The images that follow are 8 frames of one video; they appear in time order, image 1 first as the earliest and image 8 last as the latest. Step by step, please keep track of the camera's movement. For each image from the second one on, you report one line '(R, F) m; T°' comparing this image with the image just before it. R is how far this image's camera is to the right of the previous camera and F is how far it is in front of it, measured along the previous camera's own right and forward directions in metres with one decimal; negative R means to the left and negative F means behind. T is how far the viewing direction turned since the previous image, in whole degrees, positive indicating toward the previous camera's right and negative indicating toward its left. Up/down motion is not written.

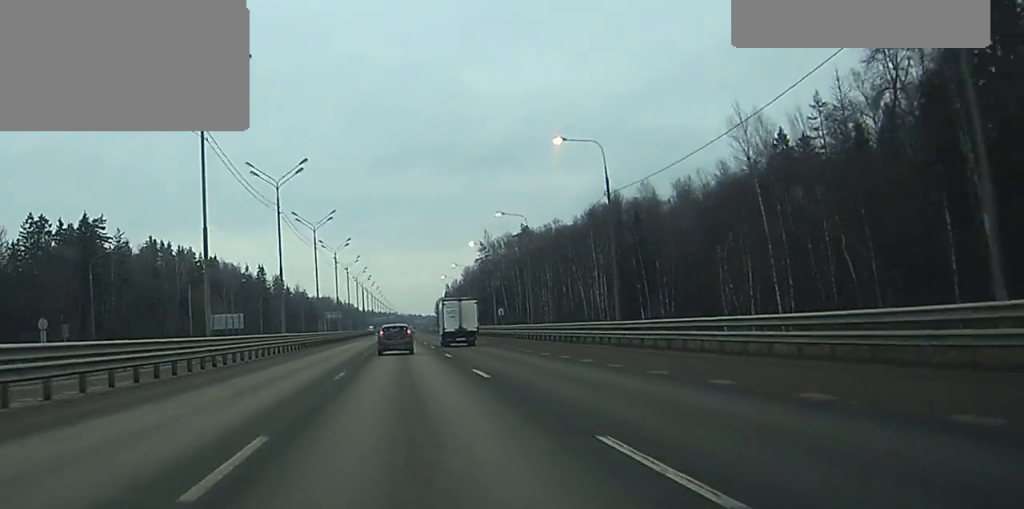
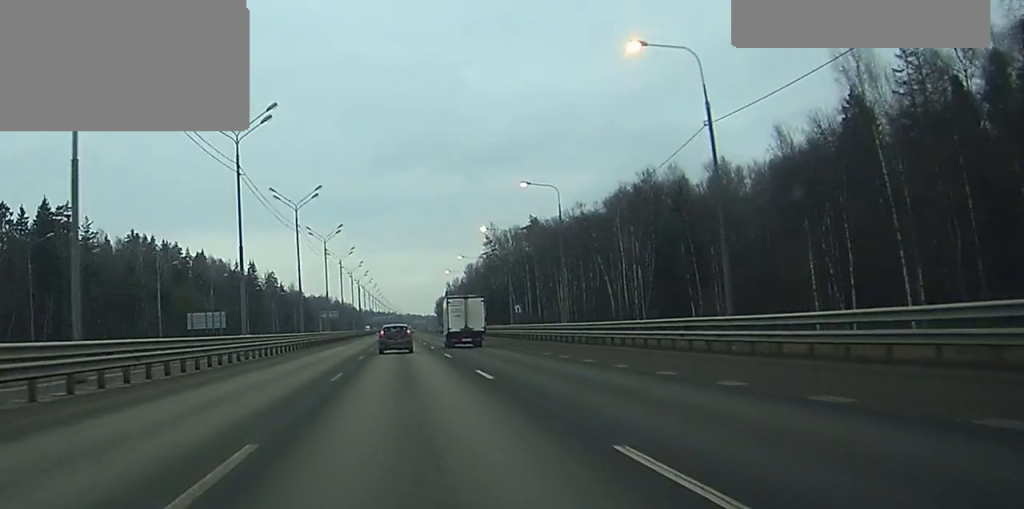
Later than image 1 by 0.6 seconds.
(+0.1, +16.6) m; 0°
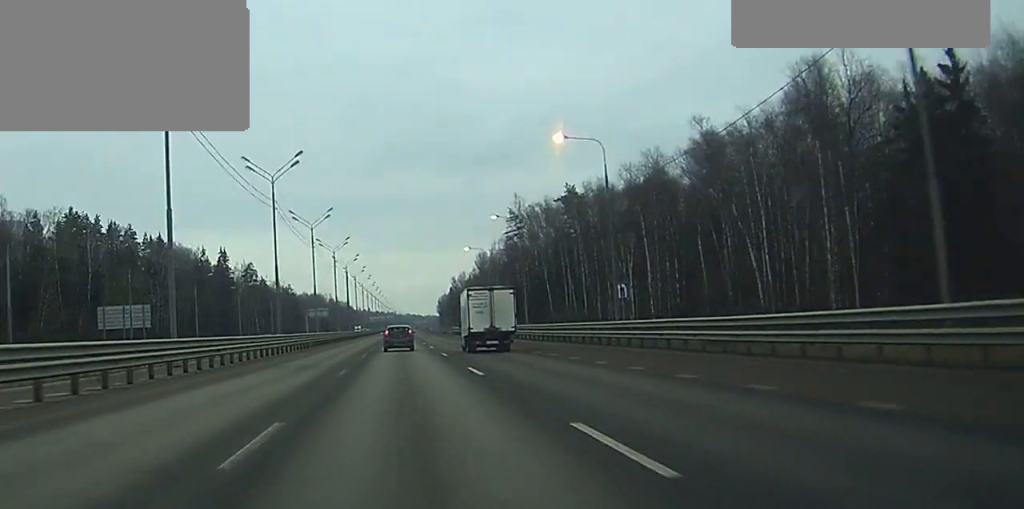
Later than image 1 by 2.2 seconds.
(+0.1, +45.5) m; 0°
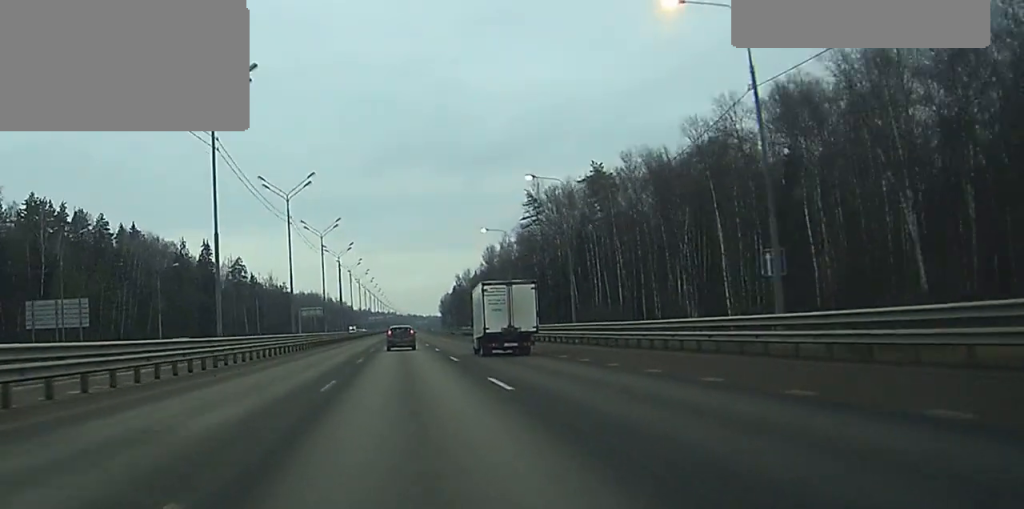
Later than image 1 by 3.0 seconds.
(0.0, +21.5) m; 0°
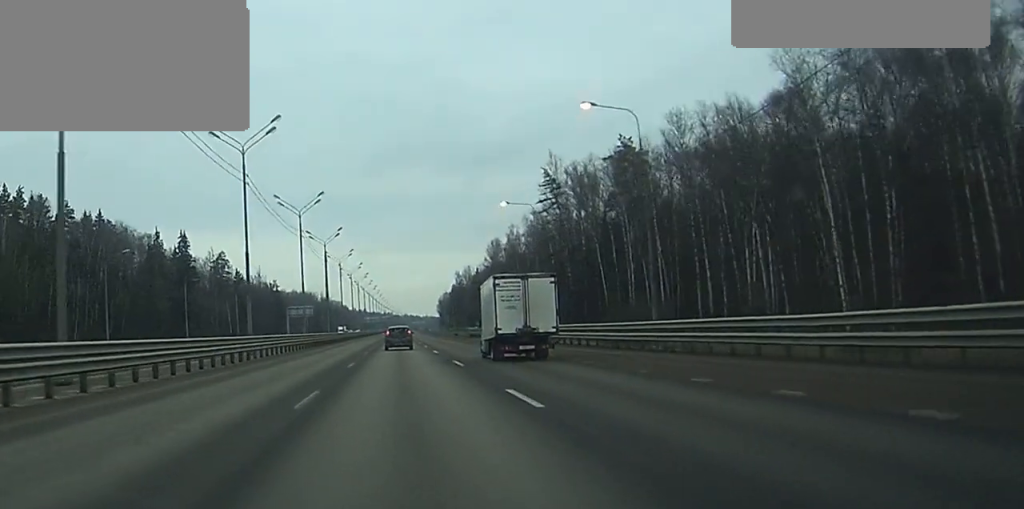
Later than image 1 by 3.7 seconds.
(0.0, +19.8) m; 0°
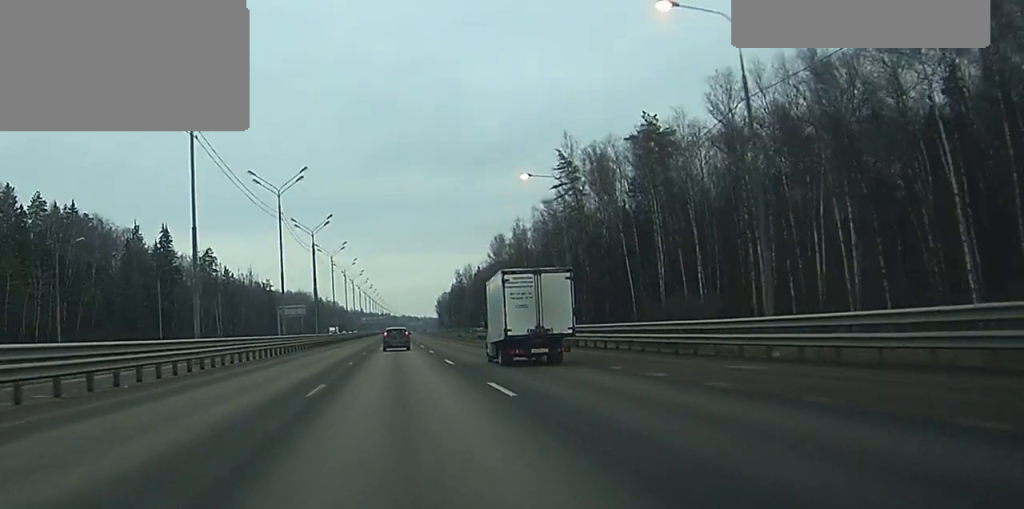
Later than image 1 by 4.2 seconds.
(0.0, +13.2) m; 0°
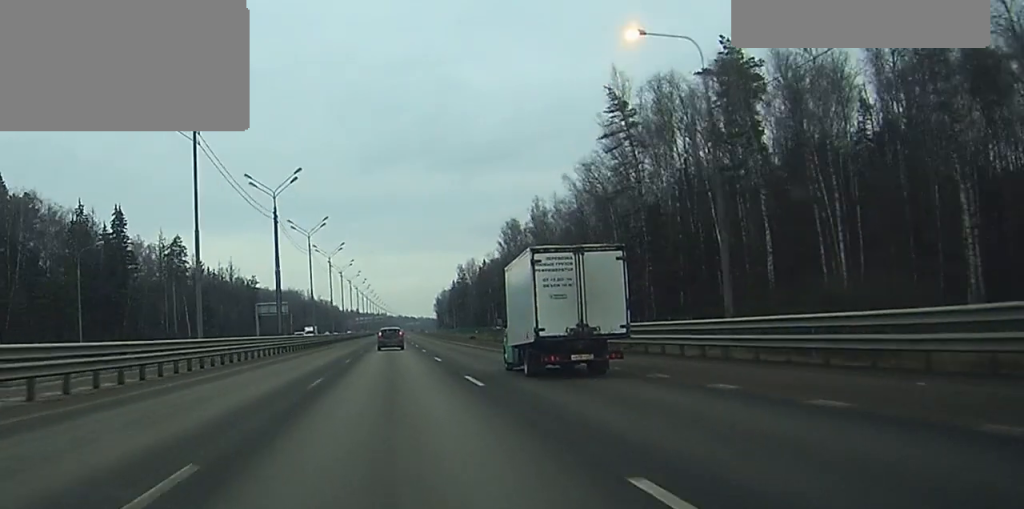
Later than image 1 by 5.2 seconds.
(0.0, +28.6) m; 0°
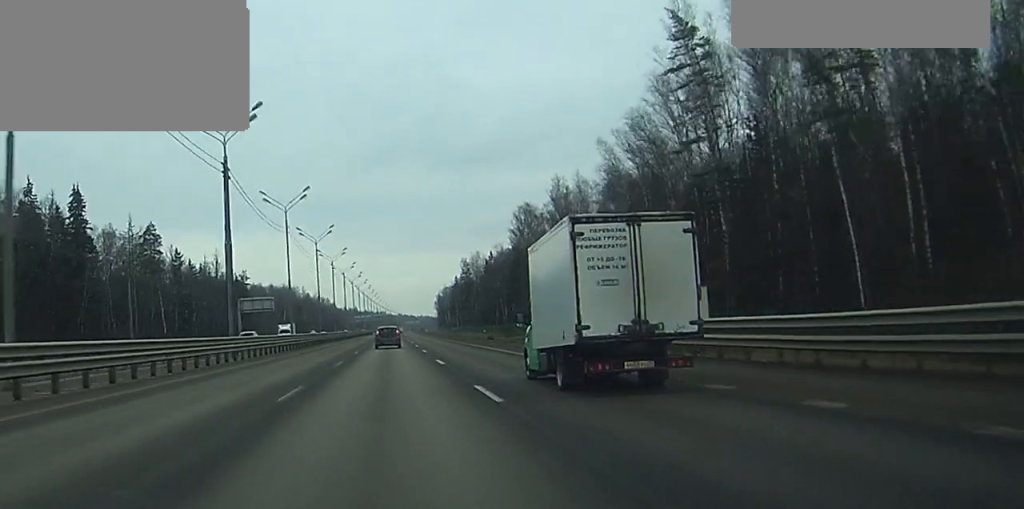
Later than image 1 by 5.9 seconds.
(+0.1, +20.2) m; 0°
